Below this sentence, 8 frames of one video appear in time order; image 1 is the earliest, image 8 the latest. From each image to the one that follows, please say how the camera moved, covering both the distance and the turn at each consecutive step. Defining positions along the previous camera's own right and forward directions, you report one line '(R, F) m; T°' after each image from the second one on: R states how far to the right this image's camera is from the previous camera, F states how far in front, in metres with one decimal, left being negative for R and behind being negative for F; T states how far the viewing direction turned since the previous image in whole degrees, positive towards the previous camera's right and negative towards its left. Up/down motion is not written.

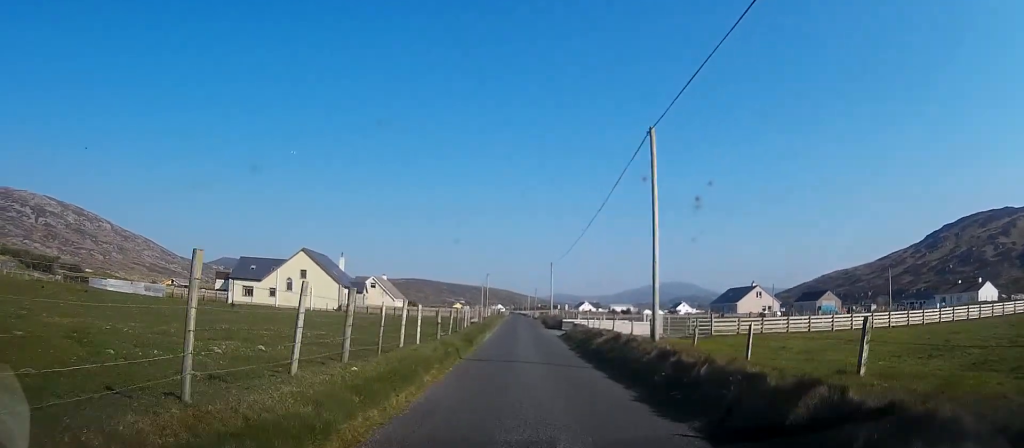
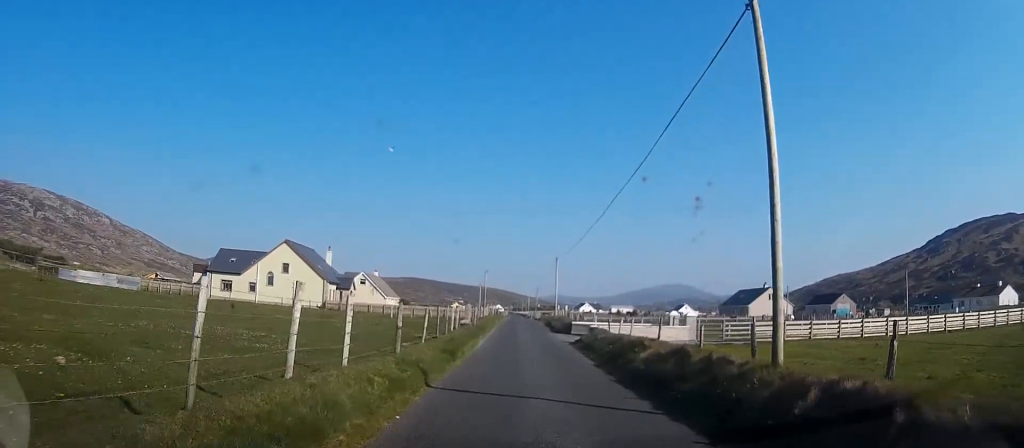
(+0.1, +6.7) m; -2°
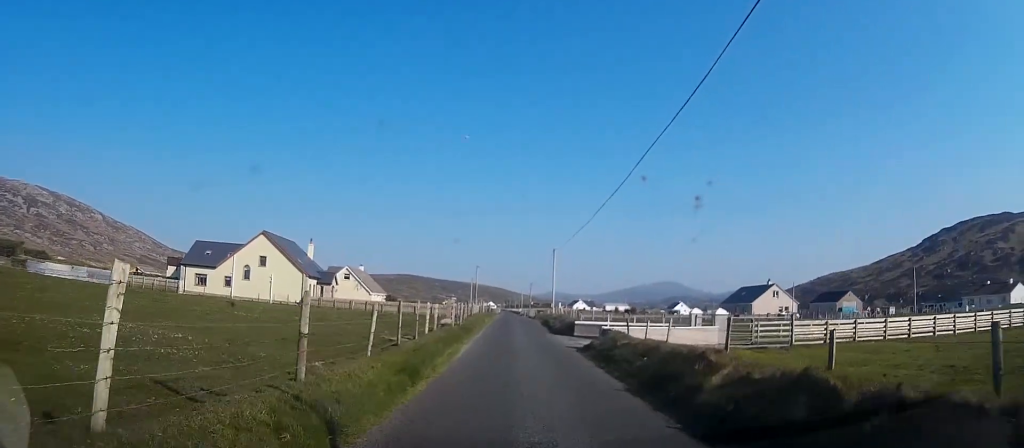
(-0.3, +5.3) m; 0°
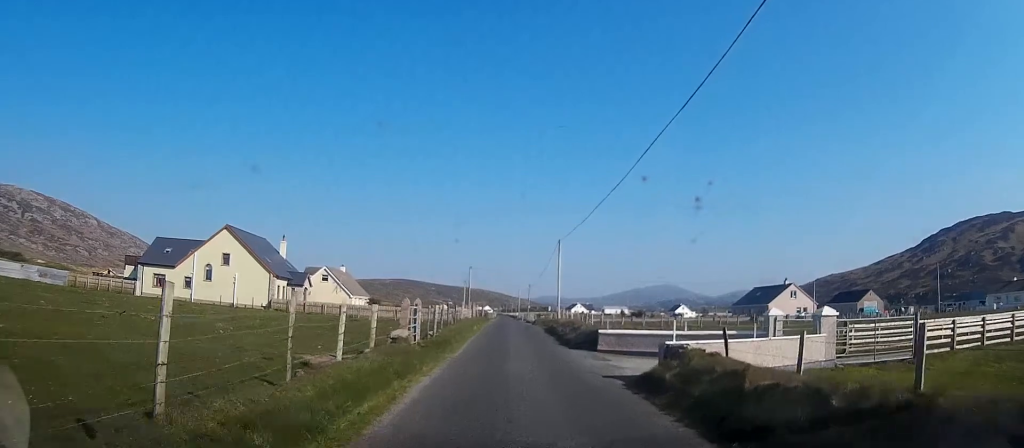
(+0.1, +9.1) m; +2°
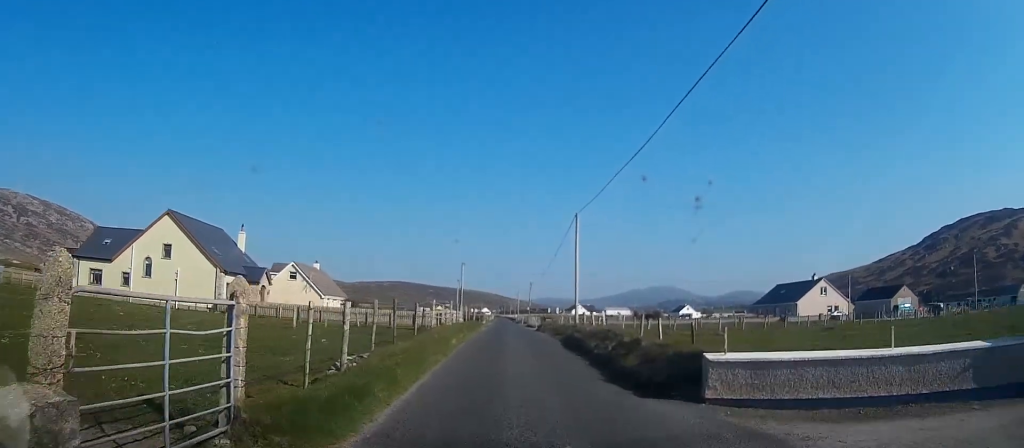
(+0.2, +11.6) m; +1°
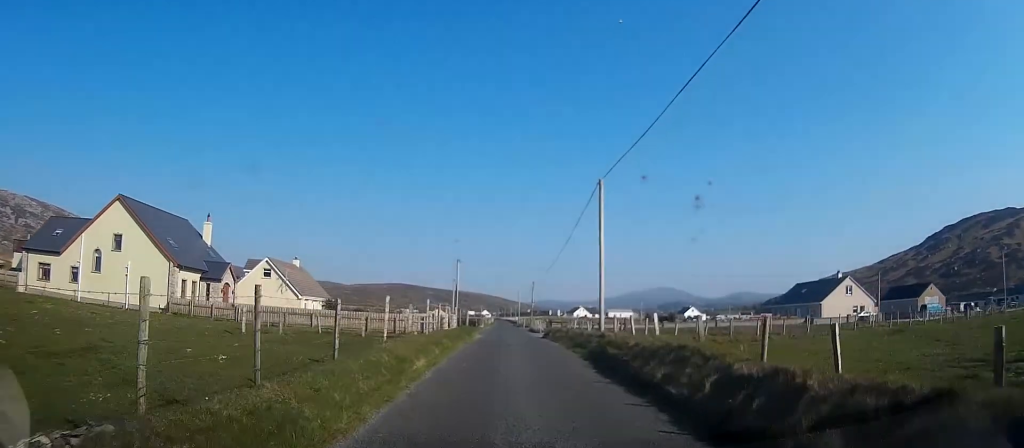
(+0.1, +7.8) m; +1°
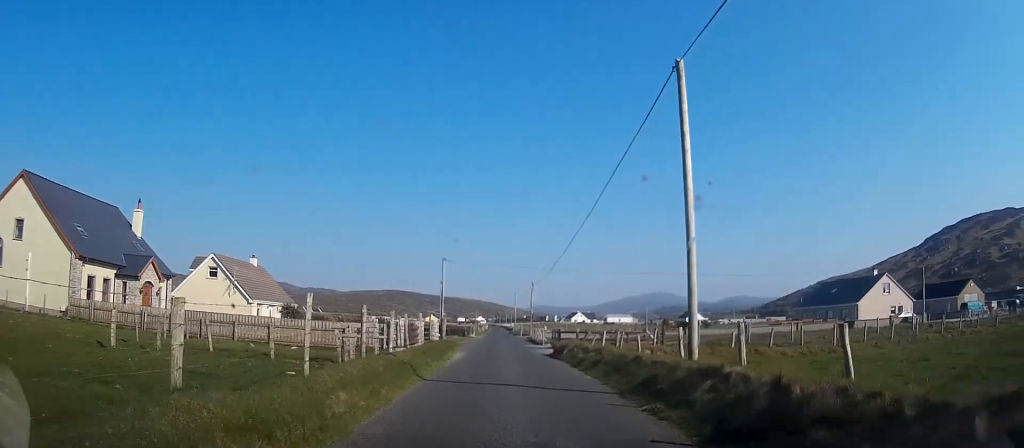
(0.0, +11.2) m; -1°
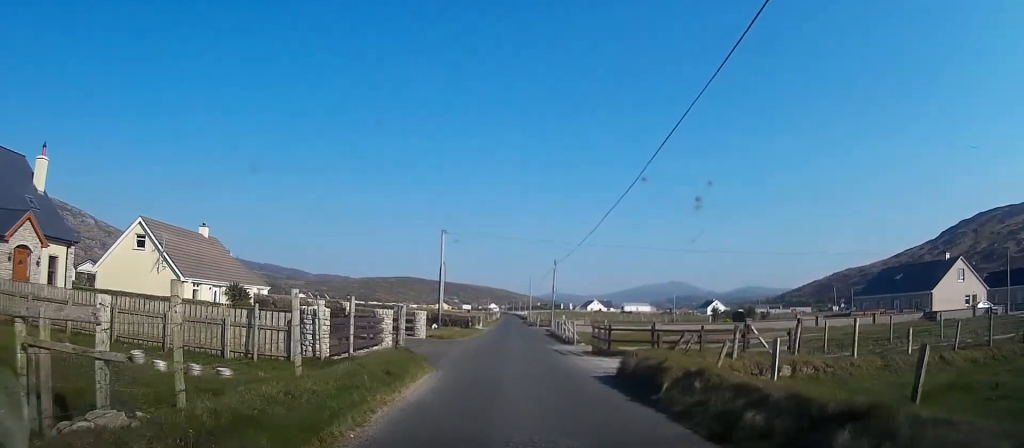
(-0.5, +13.5) m; -2°
